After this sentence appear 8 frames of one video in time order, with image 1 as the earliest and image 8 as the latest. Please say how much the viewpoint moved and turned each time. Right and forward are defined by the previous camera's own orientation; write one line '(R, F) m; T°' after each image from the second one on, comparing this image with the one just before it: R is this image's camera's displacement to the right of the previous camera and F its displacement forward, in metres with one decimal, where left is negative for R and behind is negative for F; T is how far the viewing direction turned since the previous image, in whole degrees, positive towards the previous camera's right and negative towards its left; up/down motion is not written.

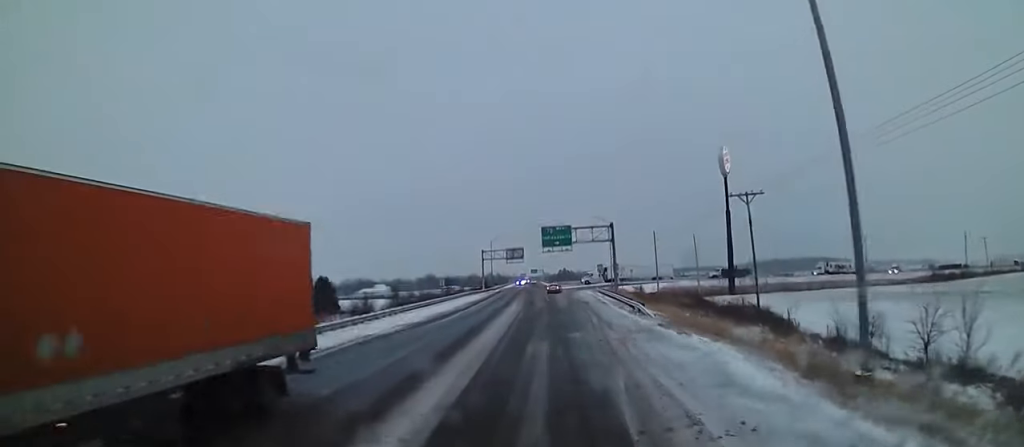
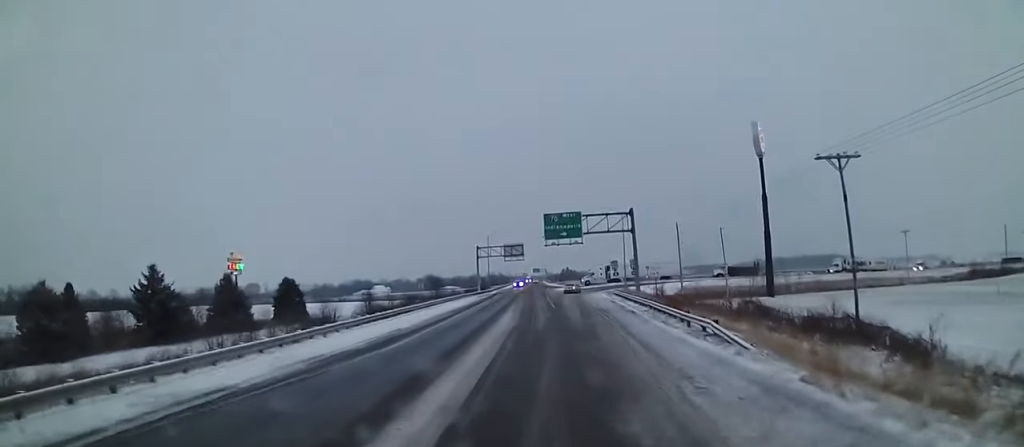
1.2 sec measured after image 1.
(-0.3, +14.7) m; -1°
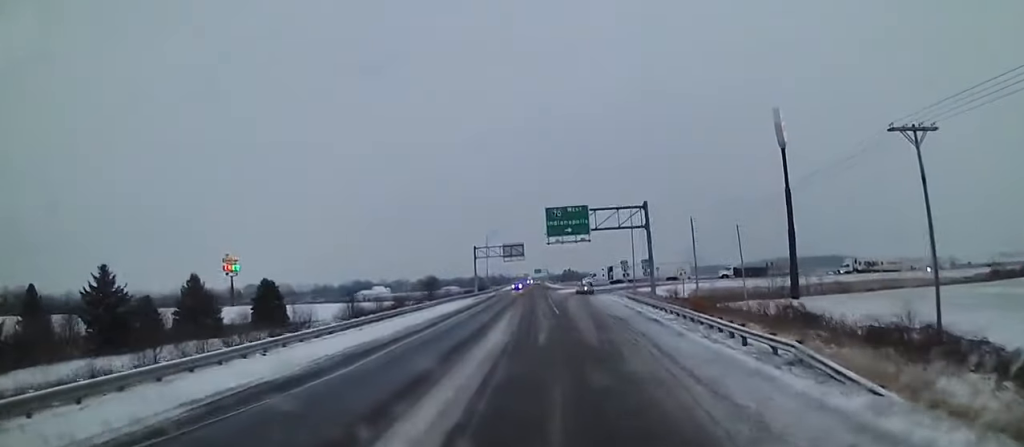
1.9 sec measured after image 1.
(0.0, +7.7) m; 0°
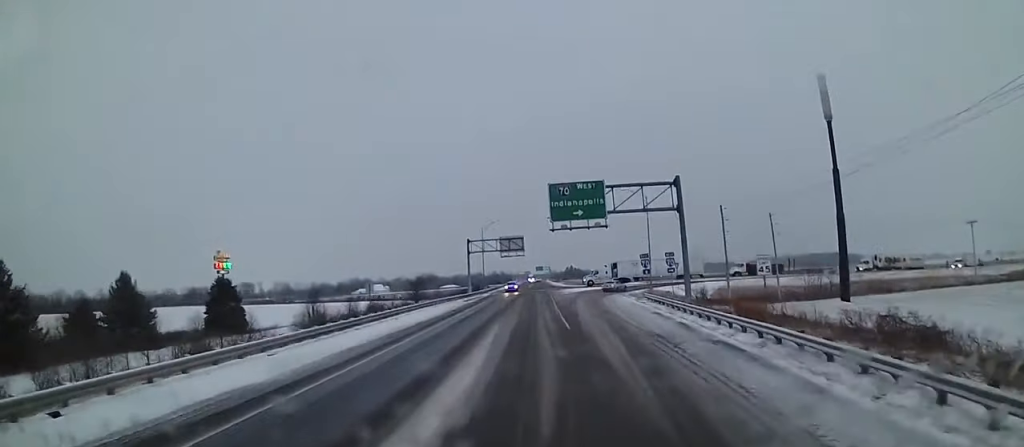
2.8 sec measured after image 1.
(0.0, +11.9) m; 0°
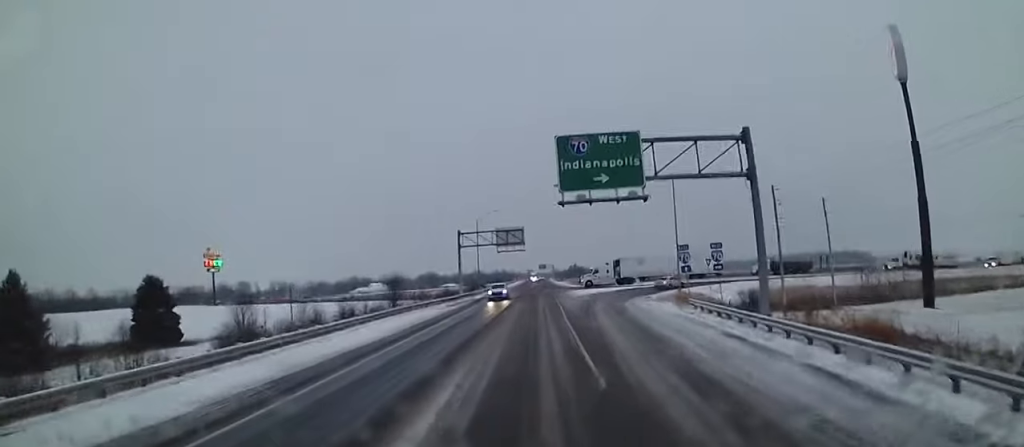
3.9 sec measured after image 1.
(0.0, +13.6) m; -1°
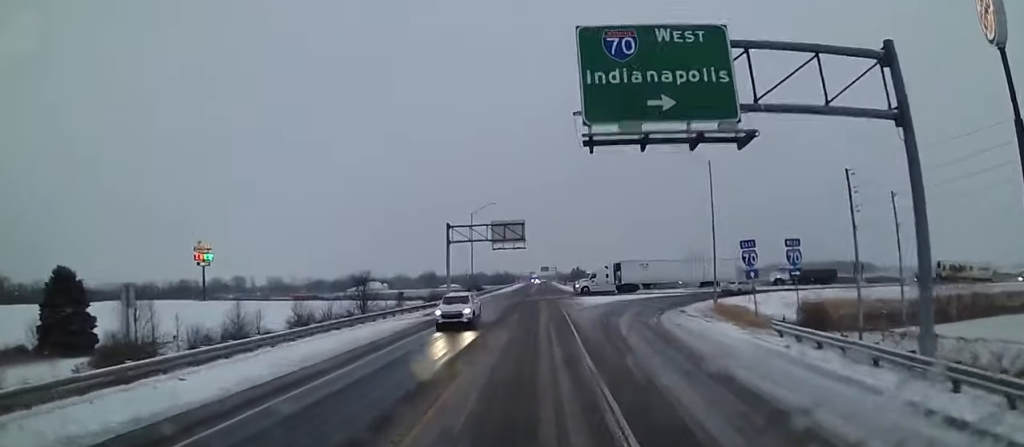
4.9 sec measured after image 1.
(-0.1, +12.2) m; -1°
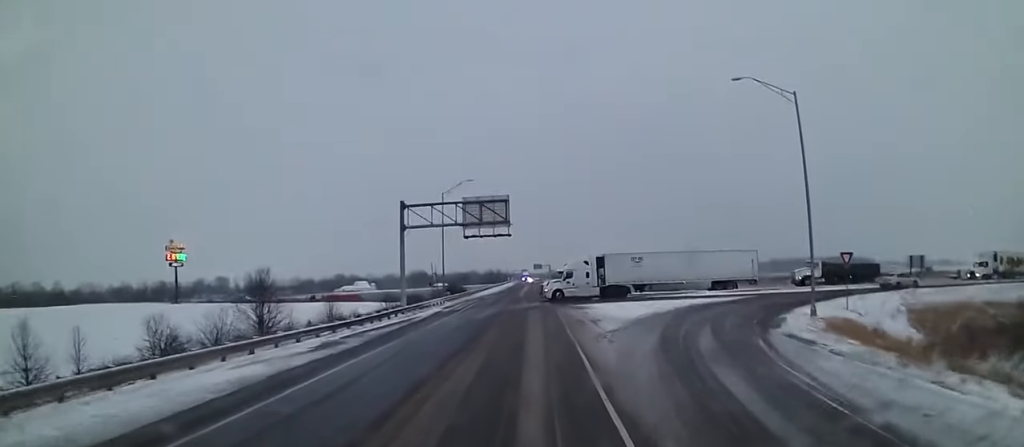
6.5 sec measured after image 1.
(-0.3, +20.4) m; -1°
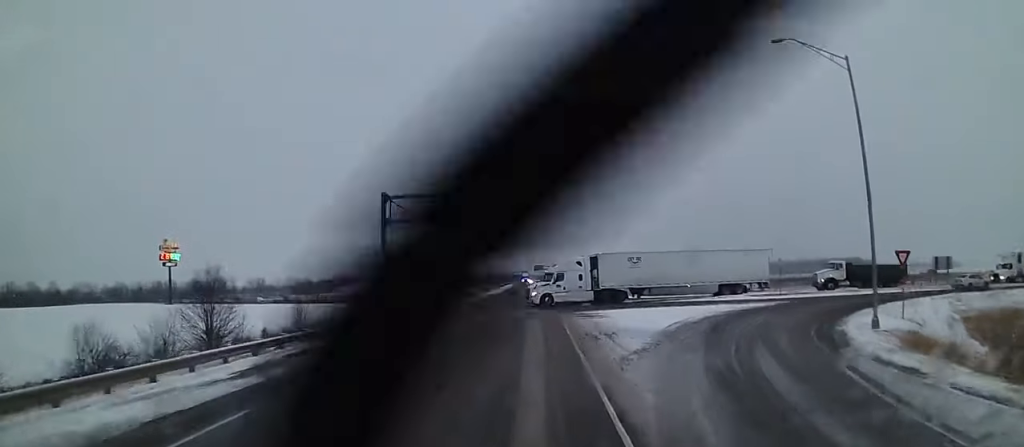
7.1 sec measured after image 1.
(0.0, +7.0) m; 0°
